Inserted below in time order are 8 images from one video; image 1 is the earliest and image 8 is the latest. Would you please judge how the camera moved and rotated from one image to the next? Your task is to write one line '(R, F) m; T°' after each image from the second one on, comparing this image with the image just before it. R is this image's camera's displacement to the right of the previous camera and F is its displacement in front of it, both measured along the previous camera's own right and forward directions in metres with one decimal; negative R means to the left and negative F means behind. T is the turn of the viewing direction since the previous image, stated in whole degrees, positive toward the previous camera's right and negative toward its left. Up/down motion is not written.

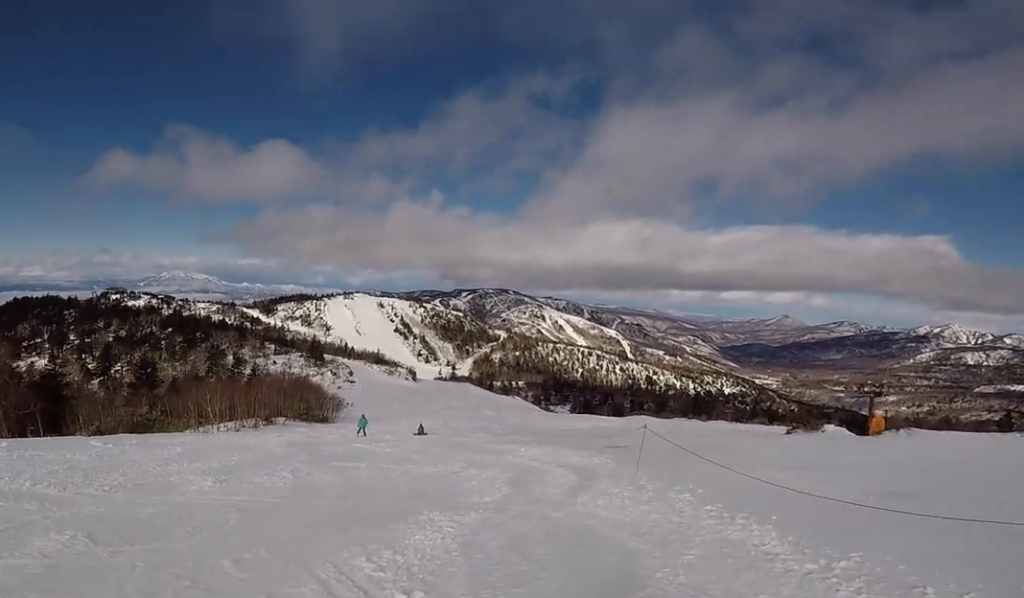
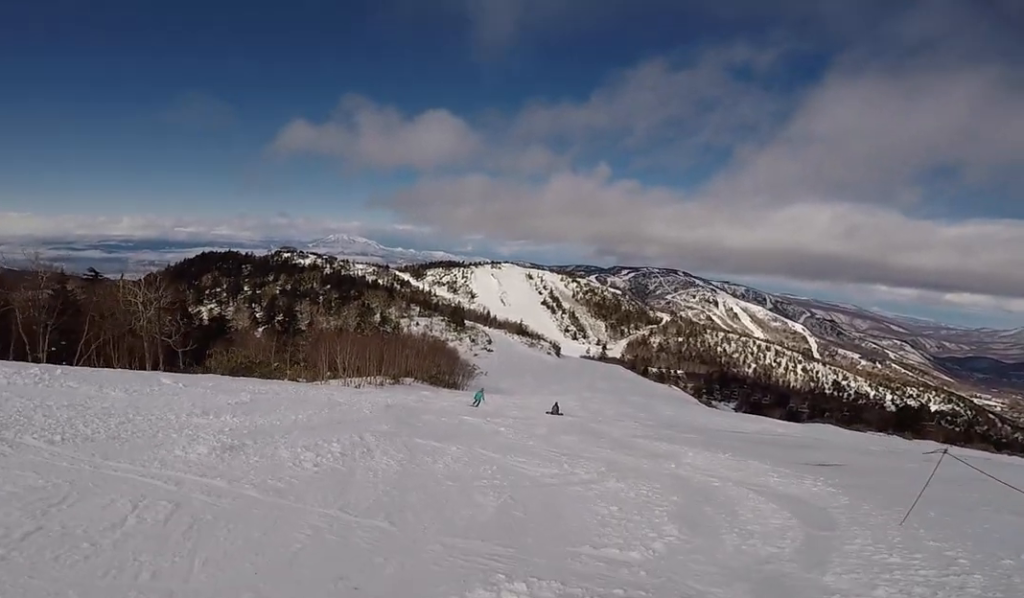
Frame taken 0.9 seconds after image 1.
(-0.8, +2.5) m; -32°
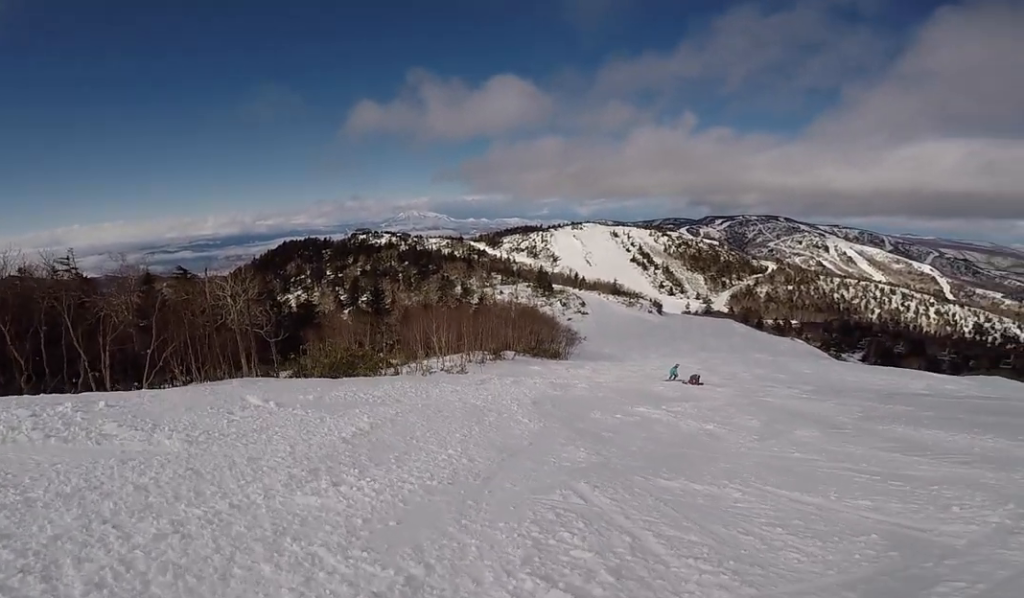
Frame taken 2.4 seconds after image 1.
(-1.6, +3.9) m; -12°
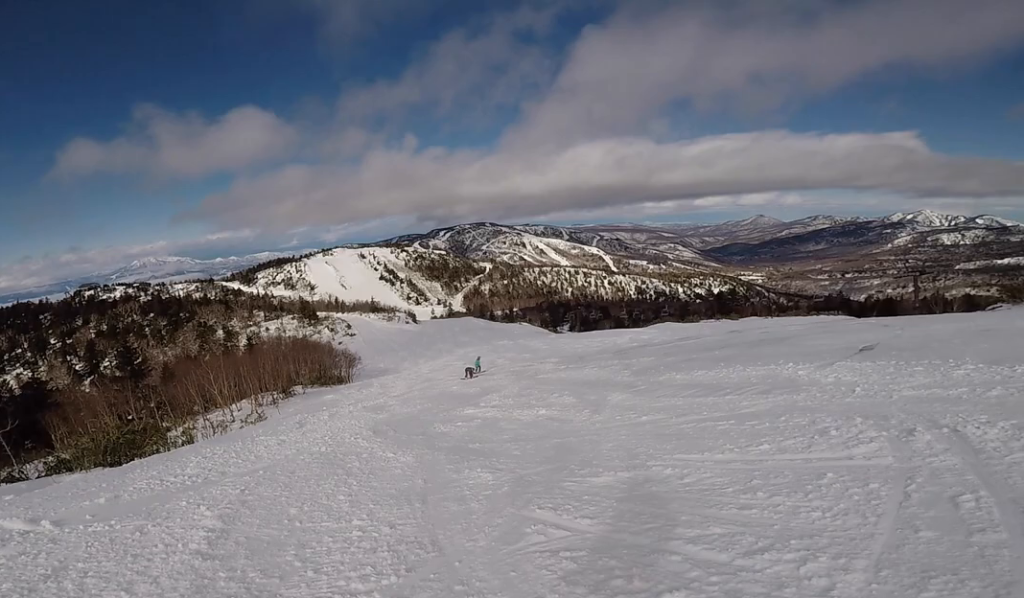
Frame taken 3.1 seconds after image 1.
(-0.4, +1.7) m; +27°
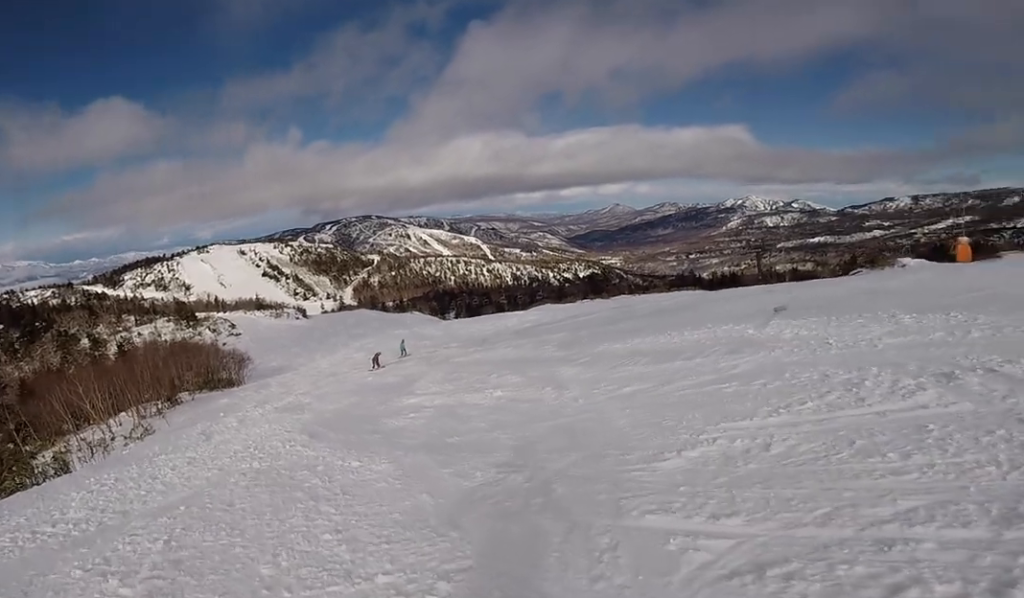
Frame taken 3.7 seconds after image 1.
(+1.0, +1.4) m; +24°
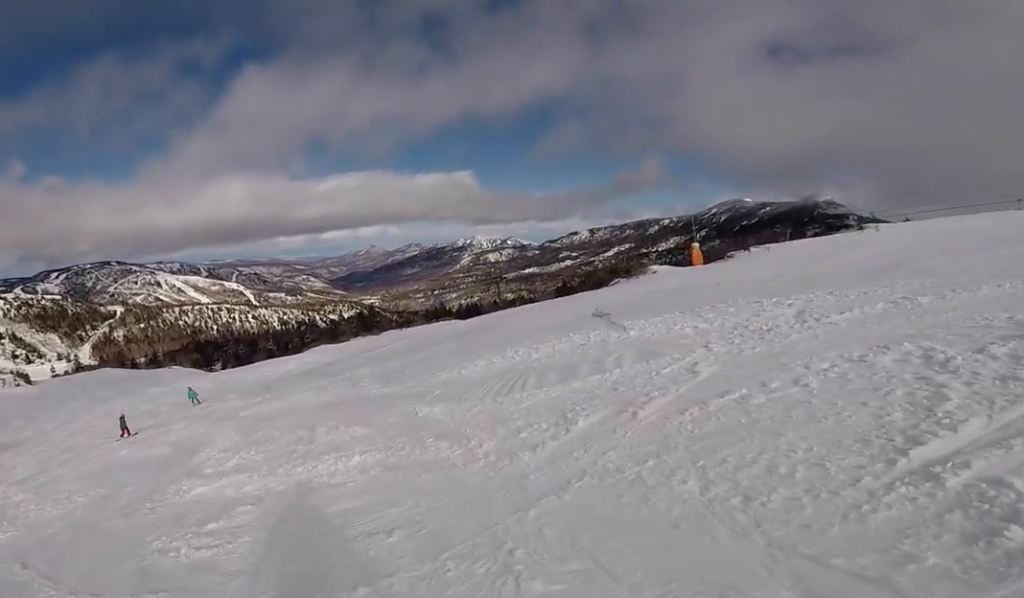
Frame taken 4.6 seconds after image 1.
(+0.9, +2.8) m; +26°
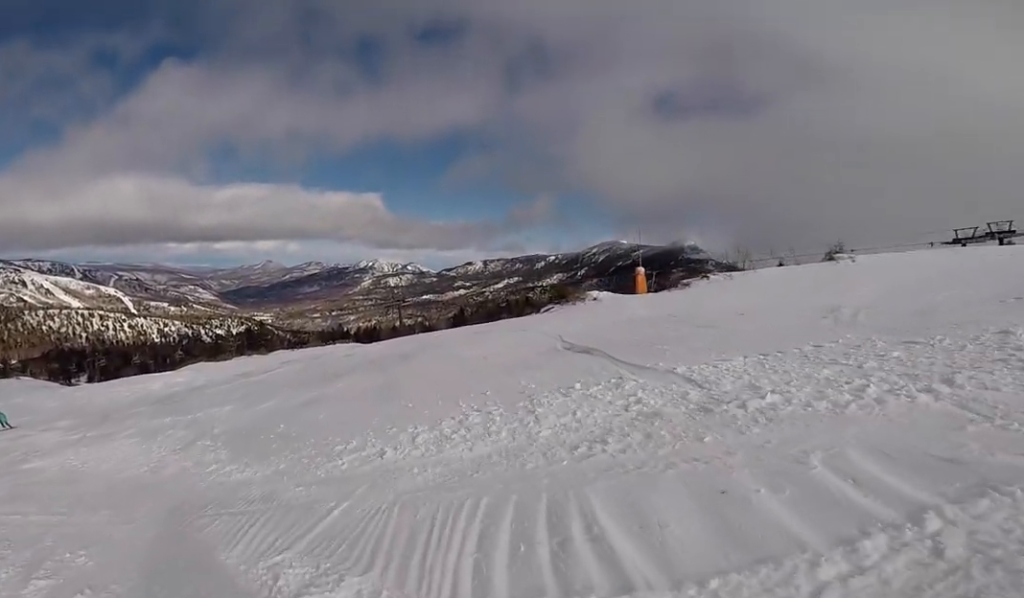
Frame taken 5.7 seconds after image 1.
(+0.7, +4.0) m; +4°
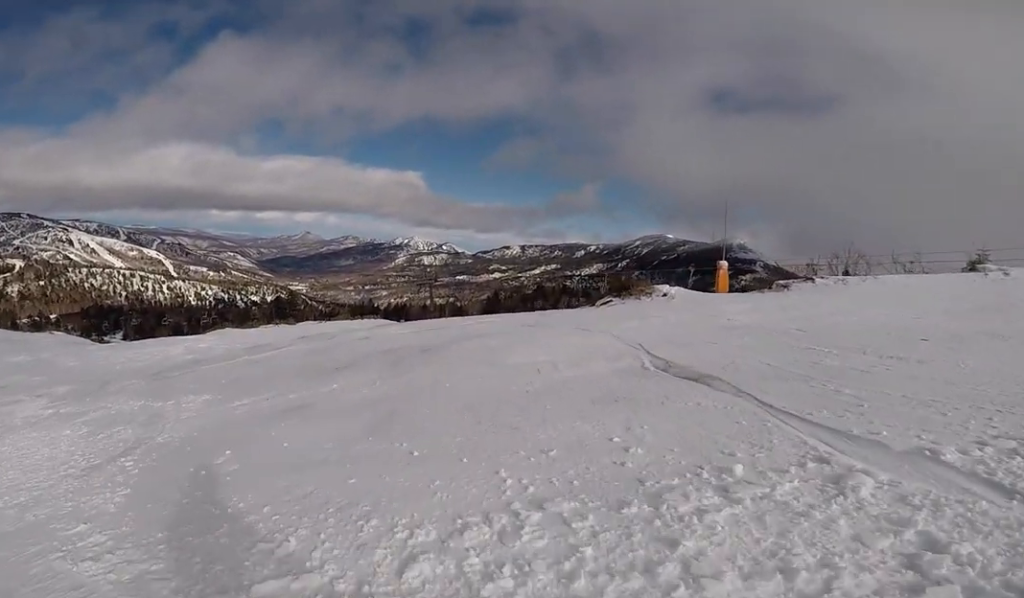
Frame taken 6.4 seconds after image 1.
(-0.1, +2.7) m; -7°
